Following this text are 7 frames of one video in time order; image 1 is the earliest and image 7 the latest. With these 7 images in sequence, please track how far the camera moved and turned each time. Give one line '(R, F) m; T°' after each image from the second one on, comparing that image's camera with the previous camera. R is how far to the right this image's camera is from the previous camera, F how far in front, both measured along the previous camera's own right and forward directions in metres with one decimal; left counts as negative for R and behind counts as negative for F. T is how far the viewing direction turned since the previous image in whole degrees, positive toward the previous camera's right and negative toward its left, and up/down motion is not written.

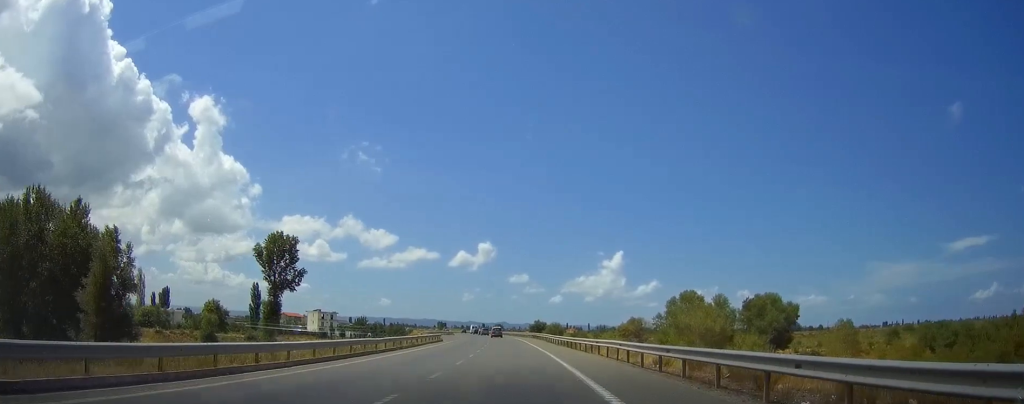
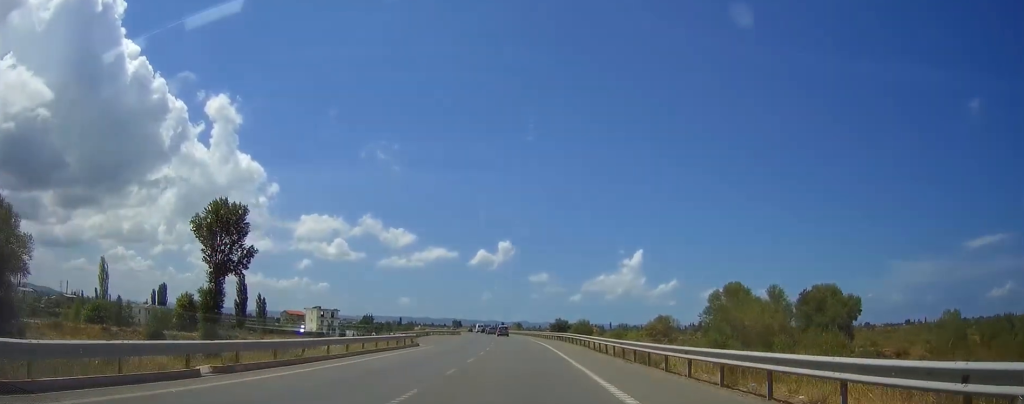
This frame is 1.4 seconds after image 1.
(-0.5, +29.3) m; -2°
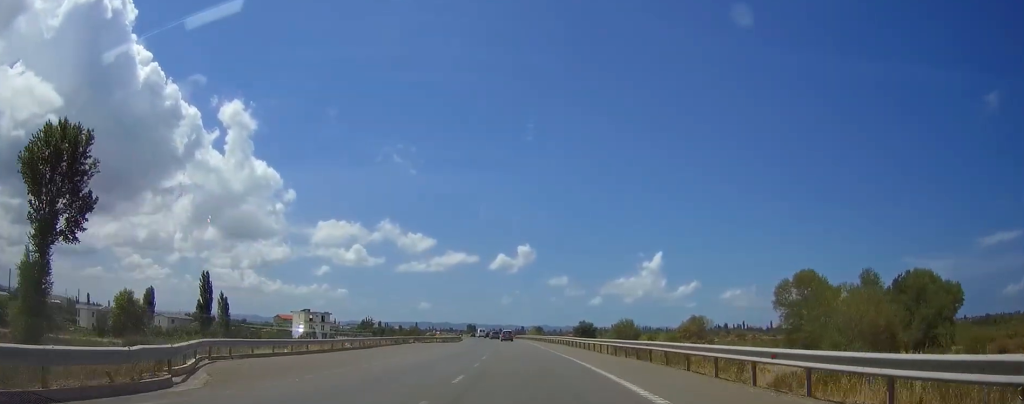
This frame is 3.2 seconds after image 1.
(-0.8, +39.3) m; -2°
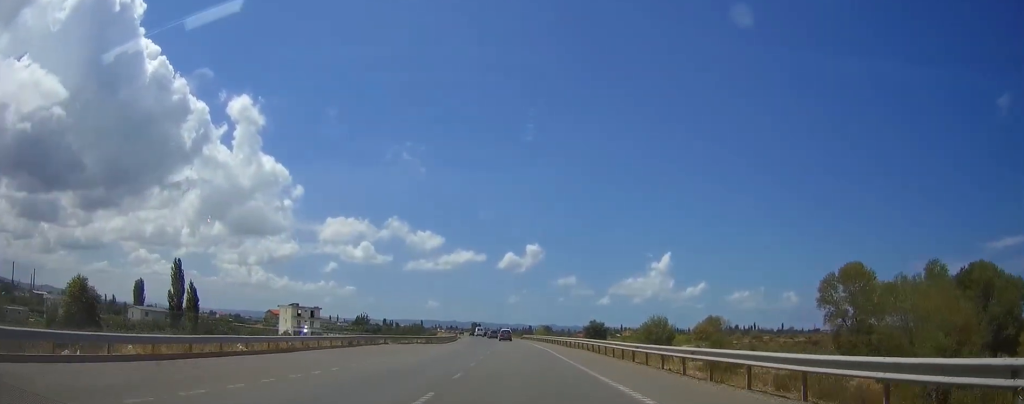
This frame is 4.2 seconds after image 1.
(-0.1, +20.8) m; -1°
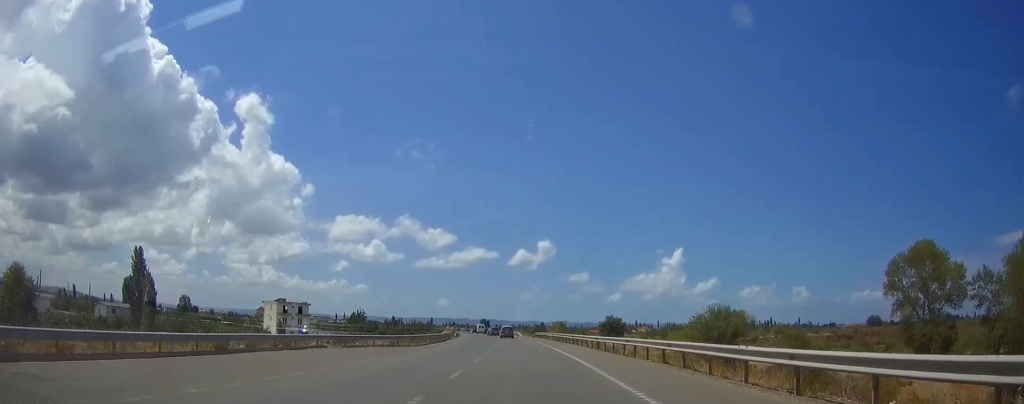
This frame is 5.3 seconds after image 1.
(-0.3, +23.8) m; -1°
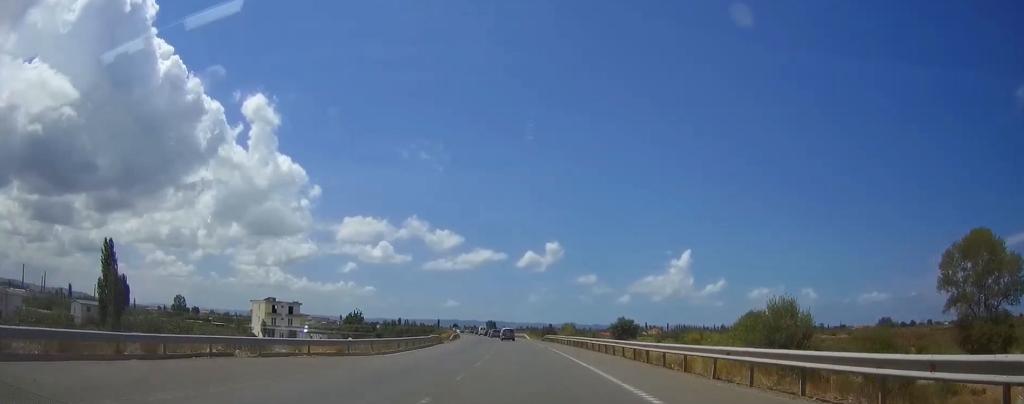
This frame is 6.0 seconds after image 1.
(0.0, +15.2) m; 0°
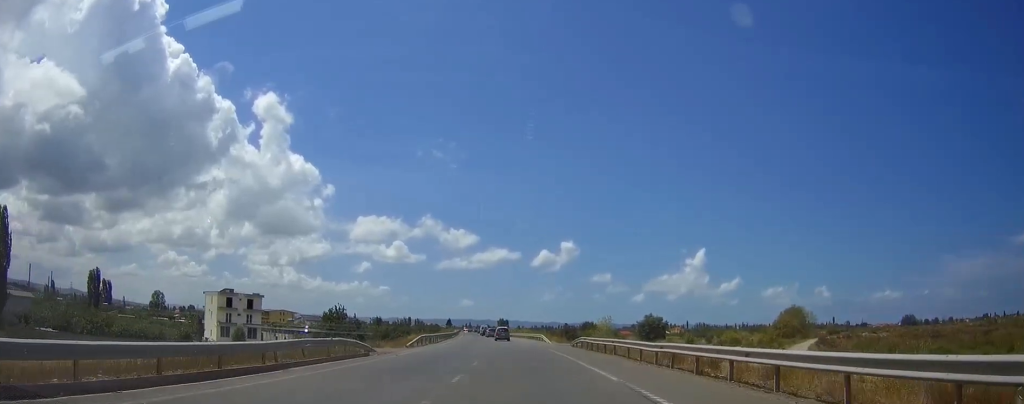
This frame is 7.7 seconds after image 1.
(-0.5, +38.2) m; -1°
